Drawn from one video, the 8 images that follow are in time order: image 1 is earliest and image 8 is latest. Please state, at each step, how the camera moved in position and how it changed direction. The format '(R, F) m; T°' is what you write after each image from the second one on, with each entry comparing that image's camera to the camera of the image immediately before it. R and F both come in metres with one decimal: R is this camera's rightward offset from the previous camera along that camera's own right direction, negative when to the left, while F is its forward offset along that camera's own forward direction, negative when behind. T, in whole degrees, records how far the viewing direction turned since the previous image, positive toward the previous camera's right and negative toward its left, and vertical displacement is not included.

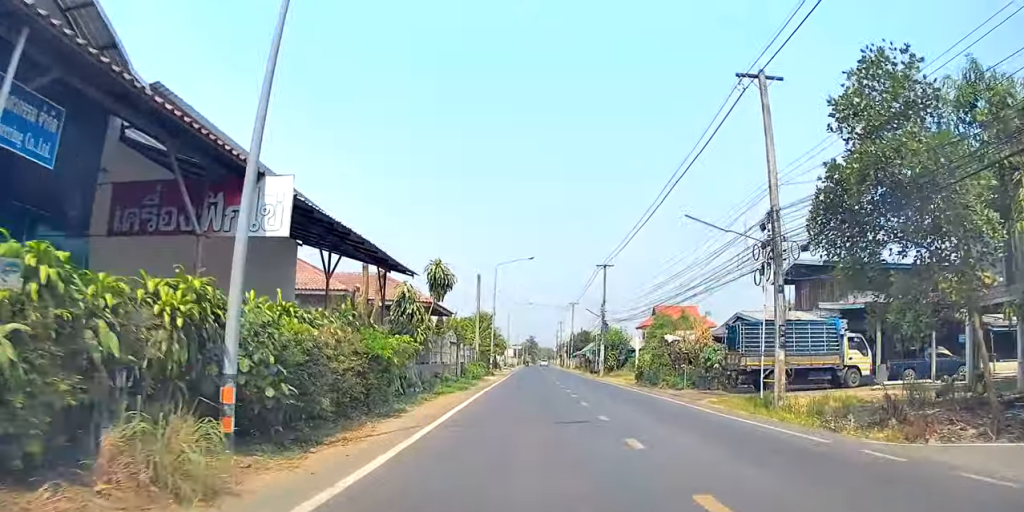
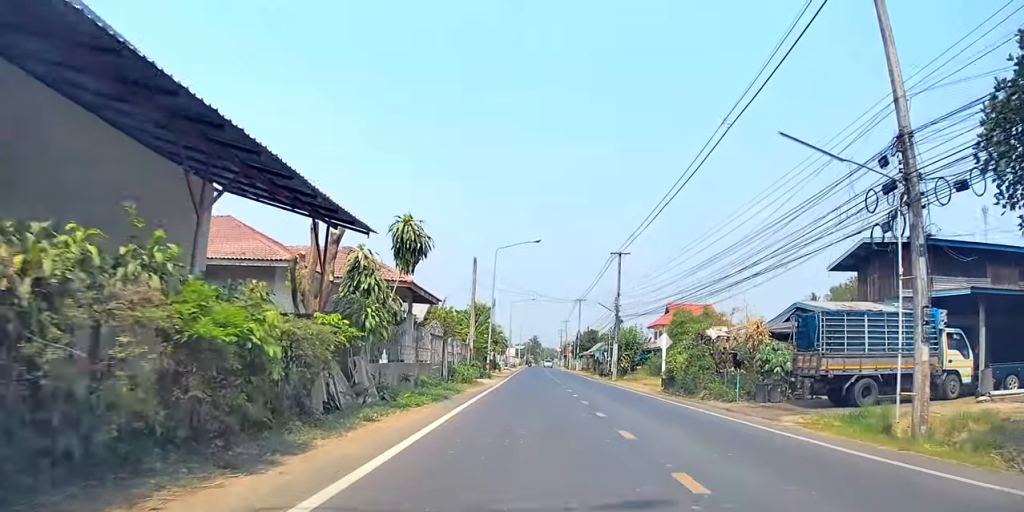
(-0.1, +6.8) m; +1°
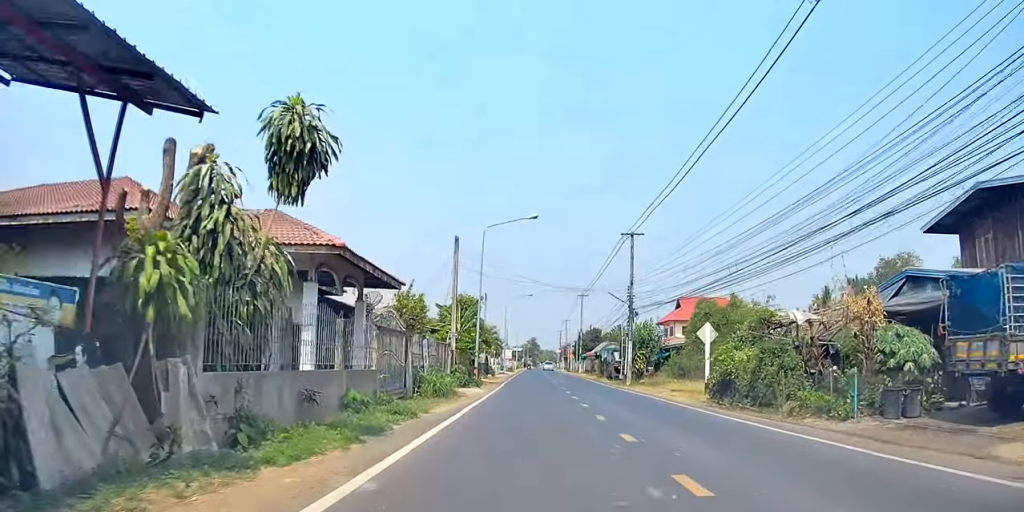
(0.0, +8.2) m; +1°
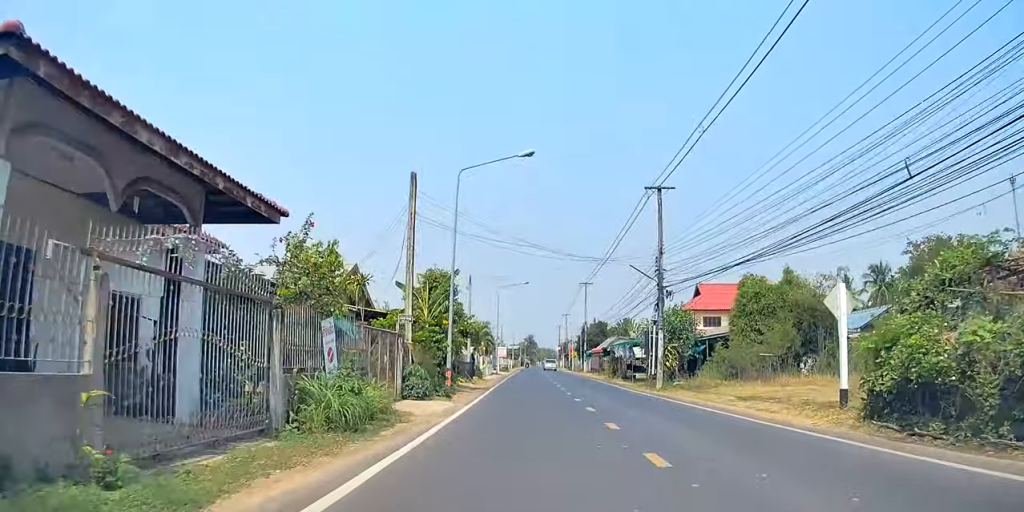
(+0.2, +9.8) m; +2°
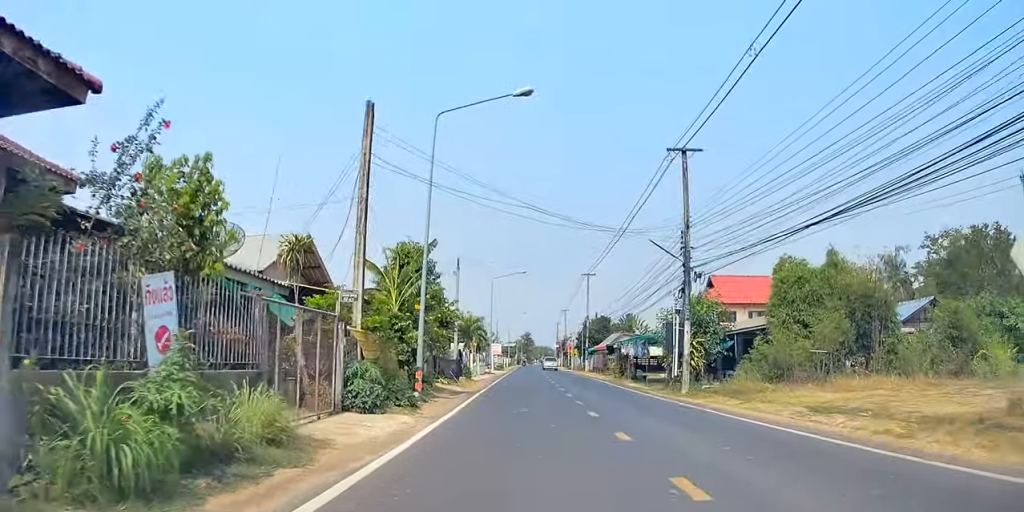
(+0.1, +5.6) m; 0°
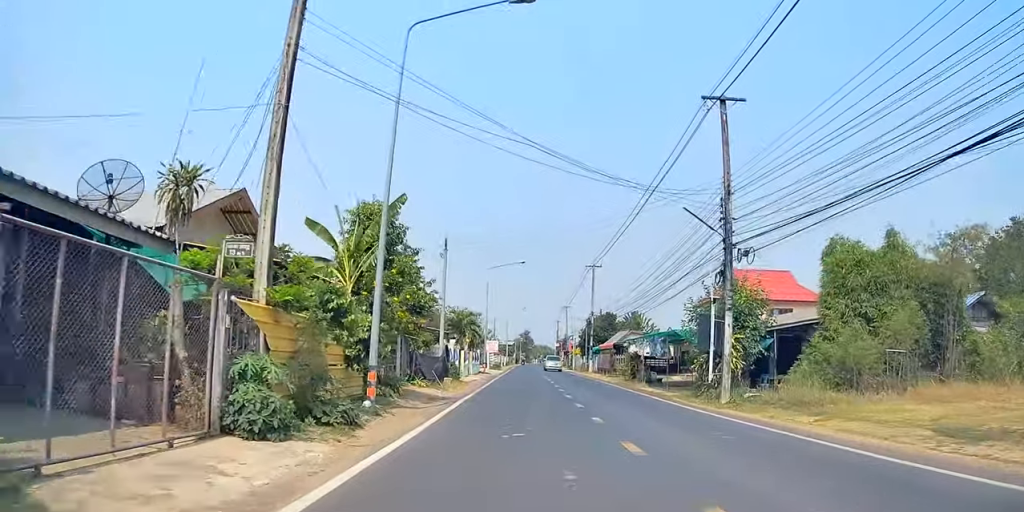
(+0.1, +5.7) m; 0°
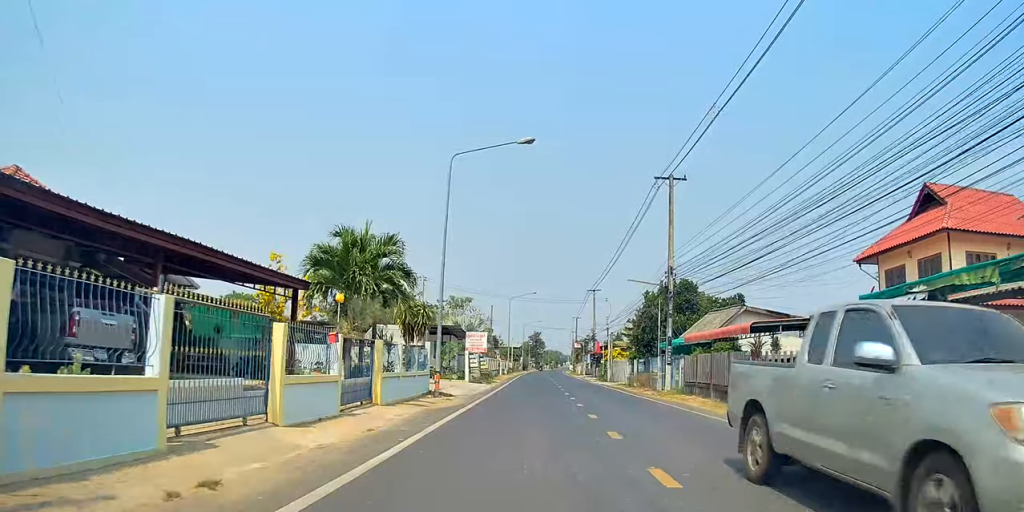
(-0.6, +30.5) m; 0°
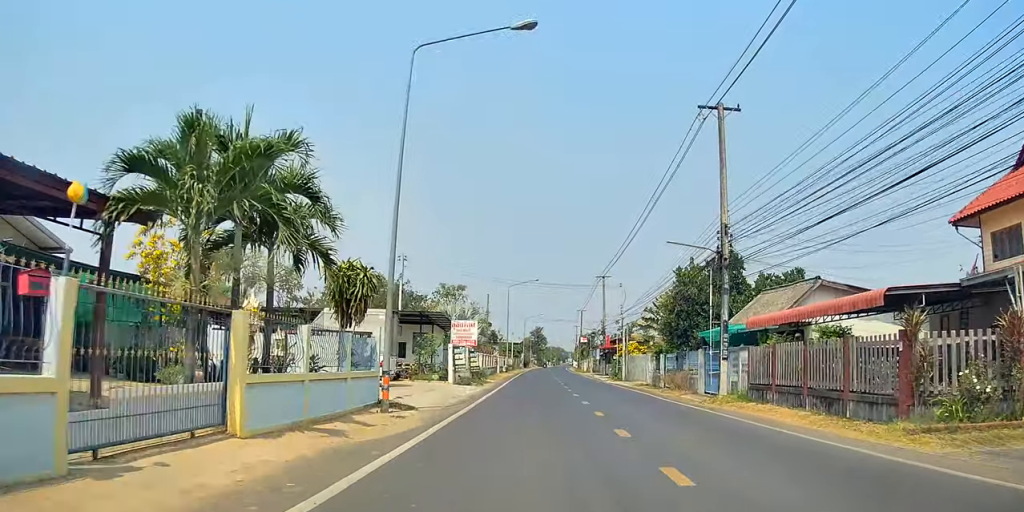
(+0.1, +8.3) m; 0°
